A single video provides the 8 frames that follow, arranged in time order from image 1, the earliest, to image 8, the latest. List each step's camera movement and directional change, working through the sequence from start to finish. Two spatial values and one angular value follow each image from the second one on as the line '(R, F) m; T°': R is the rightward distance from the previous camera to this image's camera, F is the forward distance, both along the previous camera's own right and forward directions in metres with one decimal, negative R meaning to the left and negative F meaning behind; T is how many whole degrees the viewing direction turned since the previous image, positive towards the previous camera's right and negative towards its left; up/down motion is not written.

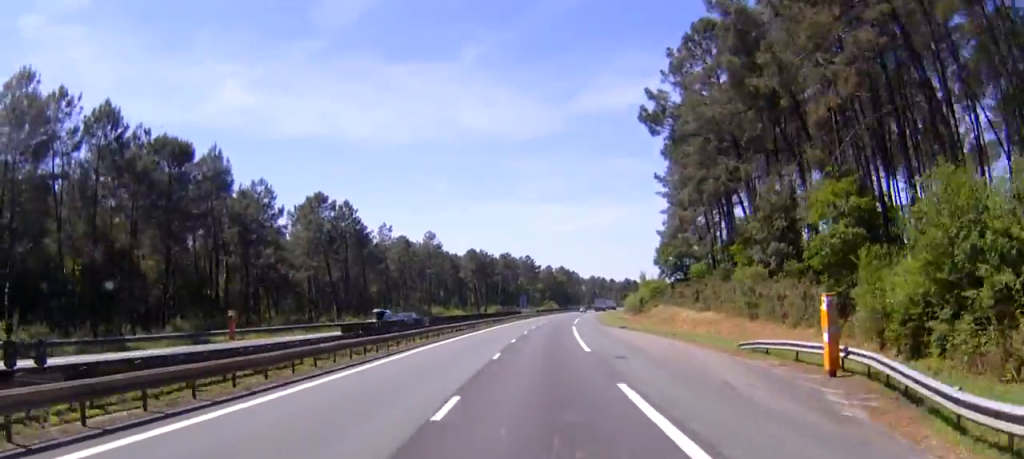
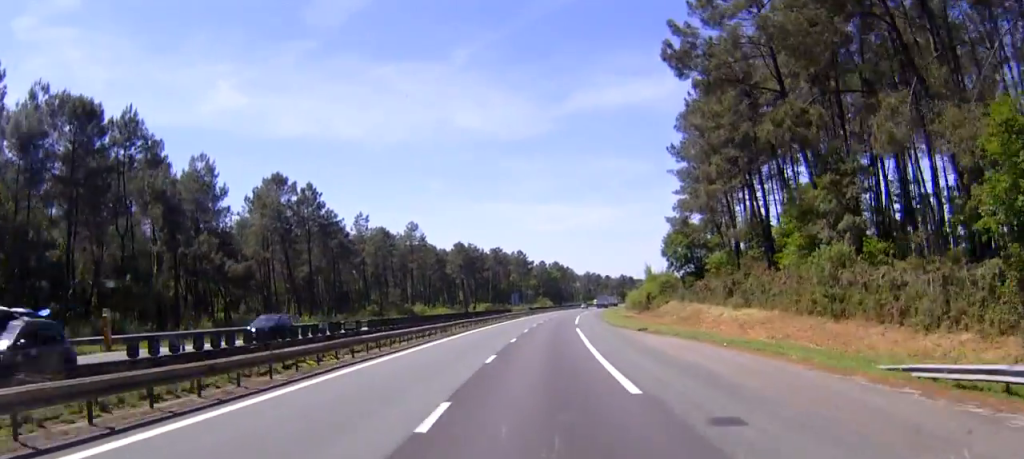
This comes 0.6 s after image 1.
(+0.2, +15.9) m; +1°
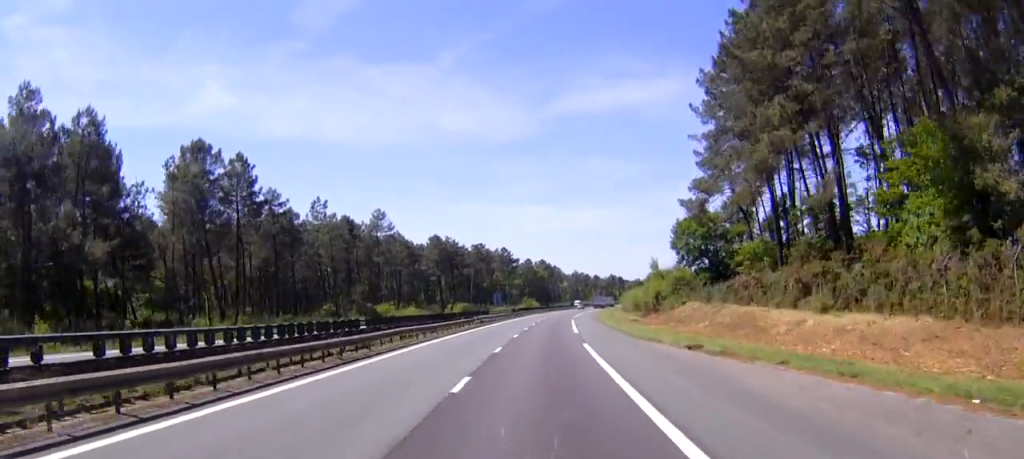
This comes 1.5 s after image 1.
(0.0, +20.9) m; 0°
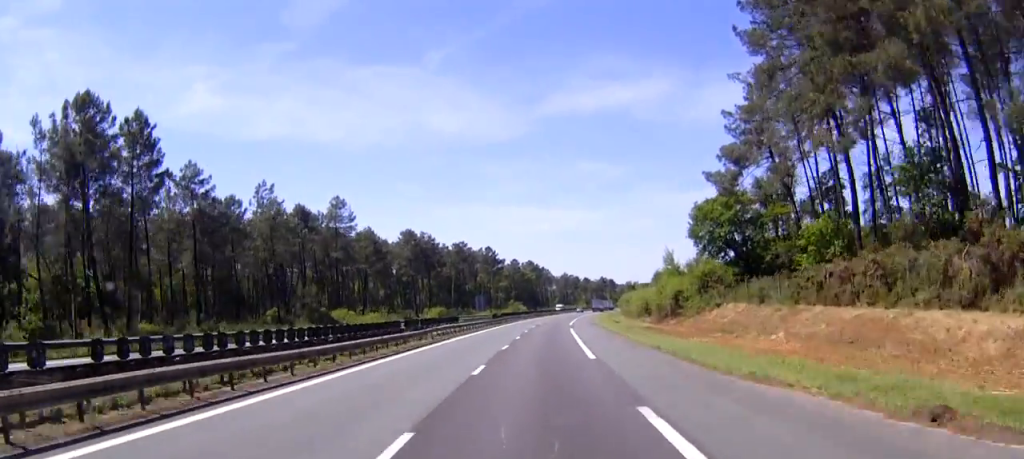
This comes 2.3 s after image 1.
(0.0, +21.0) m; +1°
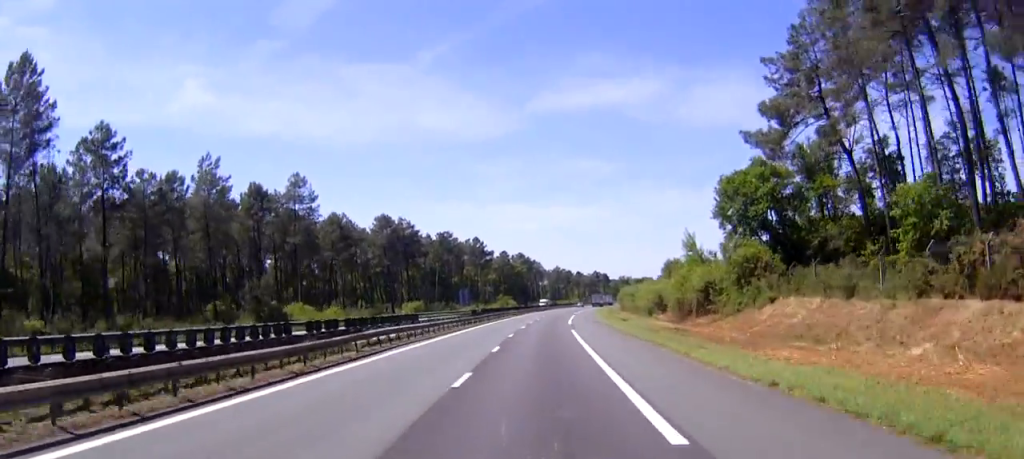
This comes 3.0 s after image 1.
(0.0, +16.8) m; +1°
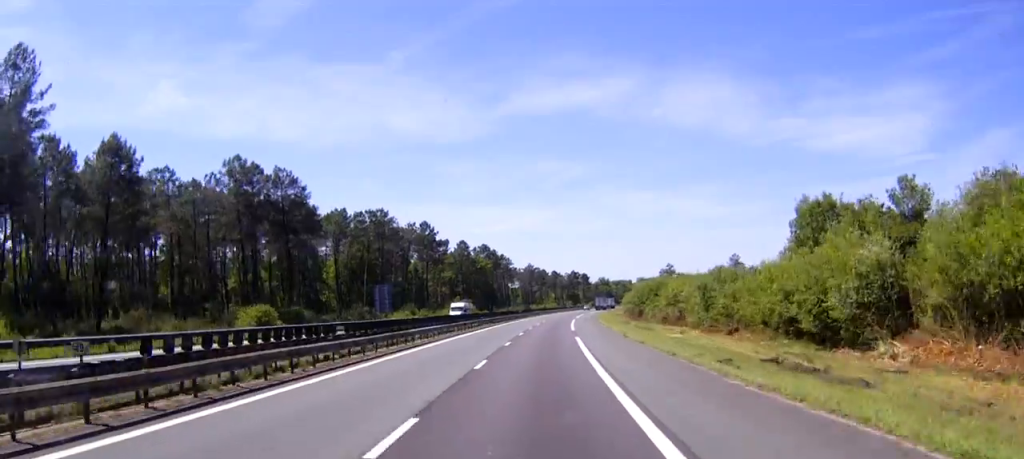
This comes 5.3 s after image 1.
(+2.0, +58.8) m; +3°
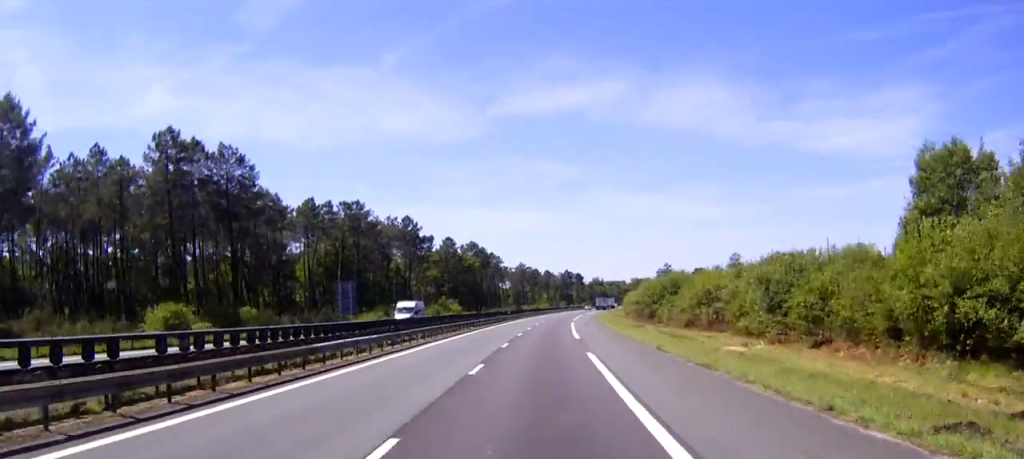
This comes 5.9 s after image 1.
(0.0, +15.2) m; +1°
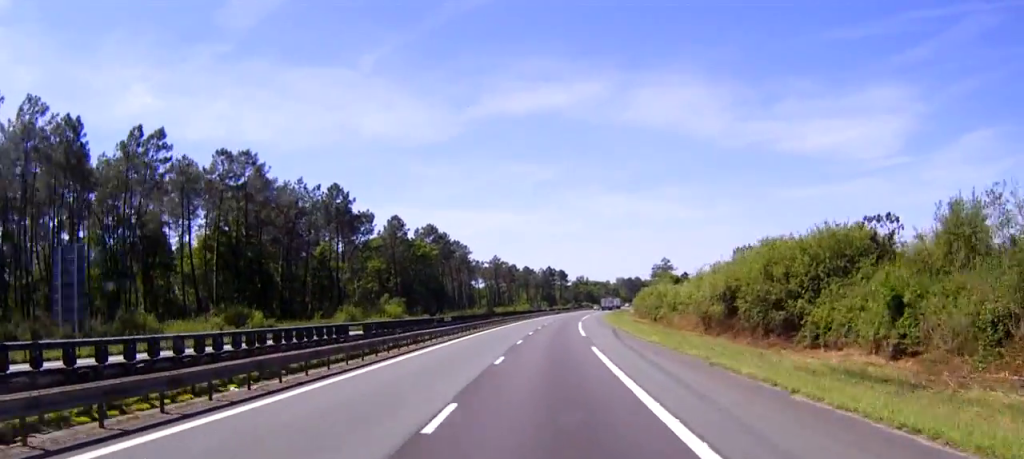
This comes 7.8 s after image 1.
(+0.7, +48.8) m; +1°
